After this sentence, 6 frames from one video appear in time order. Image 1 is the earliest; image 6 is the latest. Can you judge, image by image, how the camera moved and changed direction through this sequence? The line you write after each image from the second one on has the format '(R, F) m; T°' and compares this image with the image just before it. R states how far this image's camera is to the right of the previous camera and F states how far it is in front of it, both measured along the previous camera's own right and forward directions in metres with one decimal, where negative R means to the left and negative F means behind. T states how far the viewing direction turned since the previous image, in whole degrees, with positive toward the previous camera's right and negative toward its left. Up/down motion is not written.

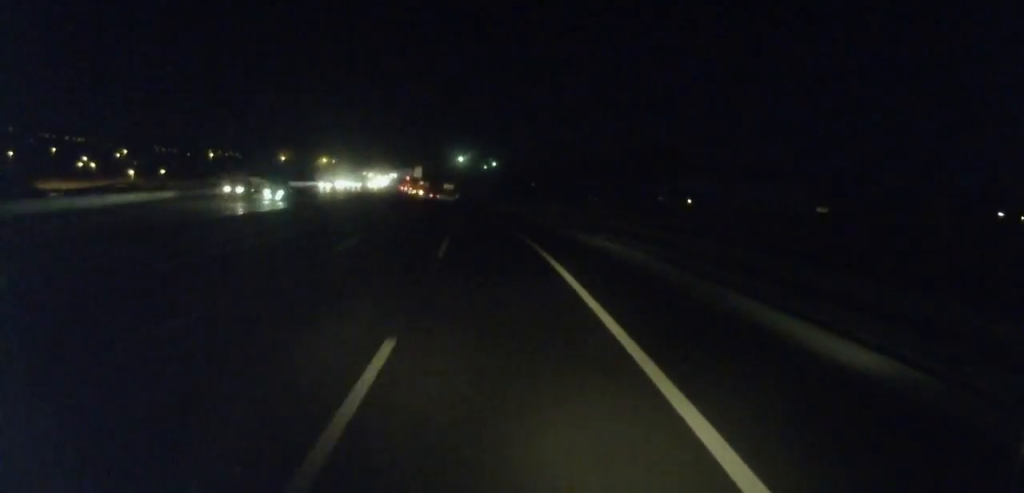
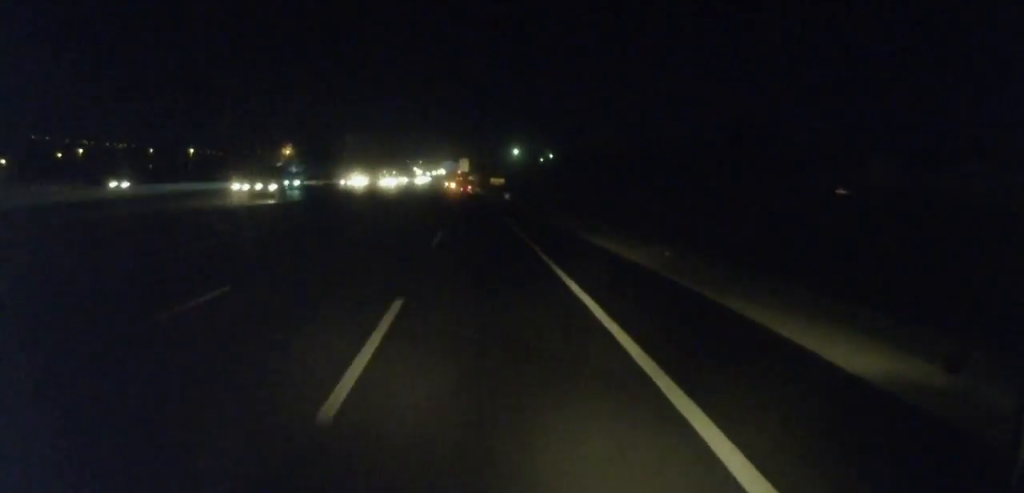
(-0.9, +49.0) m; -6°
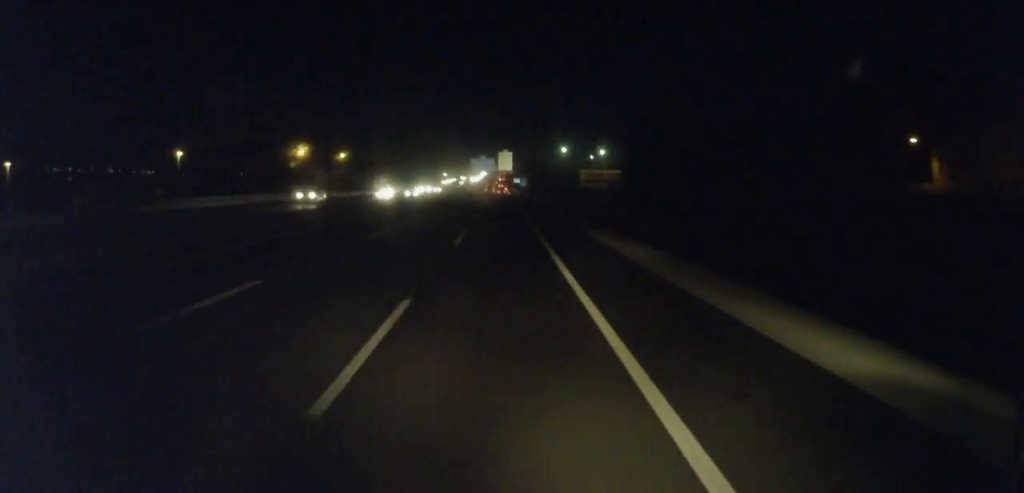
(-7.6, +83.5) m; -5°
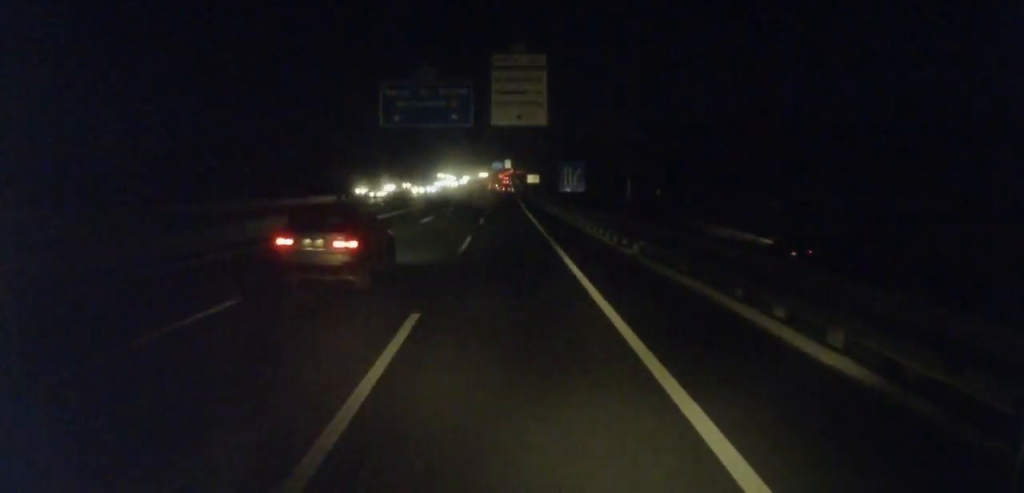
(-1.7, +119.9) m; -2°
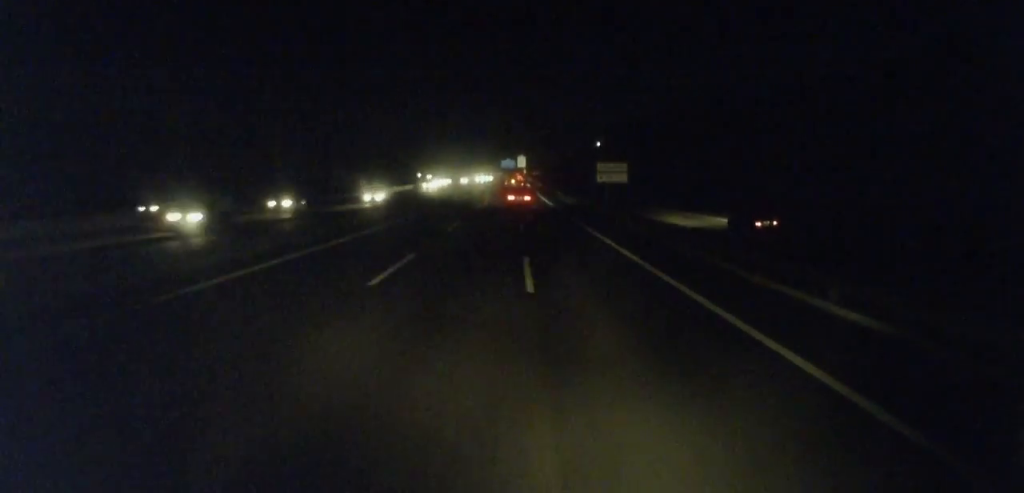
(-1.8, +92.2) m; -1°
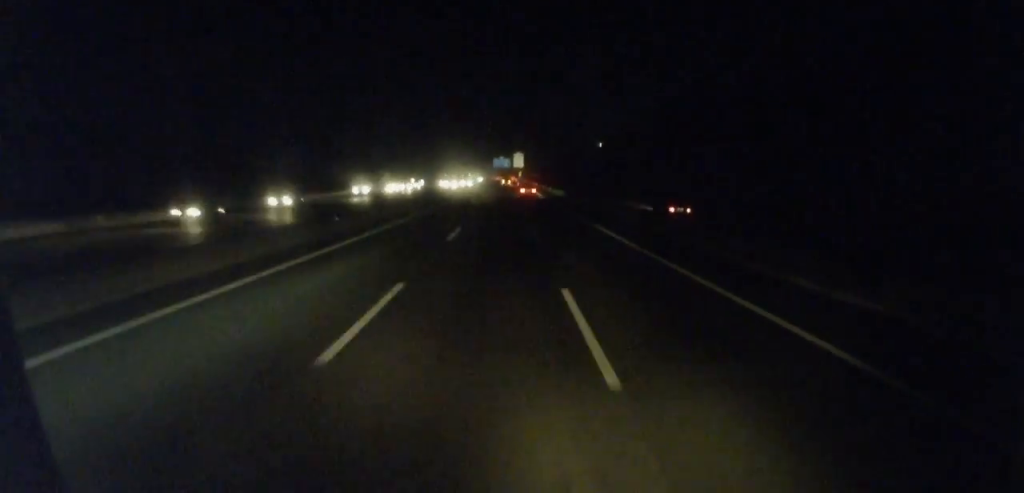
(-0.3, +57.1) m; 0°
